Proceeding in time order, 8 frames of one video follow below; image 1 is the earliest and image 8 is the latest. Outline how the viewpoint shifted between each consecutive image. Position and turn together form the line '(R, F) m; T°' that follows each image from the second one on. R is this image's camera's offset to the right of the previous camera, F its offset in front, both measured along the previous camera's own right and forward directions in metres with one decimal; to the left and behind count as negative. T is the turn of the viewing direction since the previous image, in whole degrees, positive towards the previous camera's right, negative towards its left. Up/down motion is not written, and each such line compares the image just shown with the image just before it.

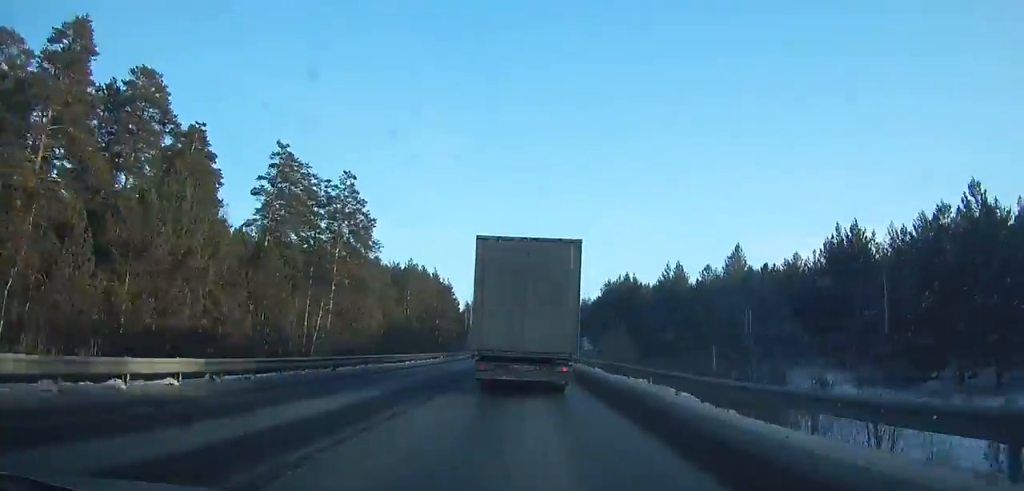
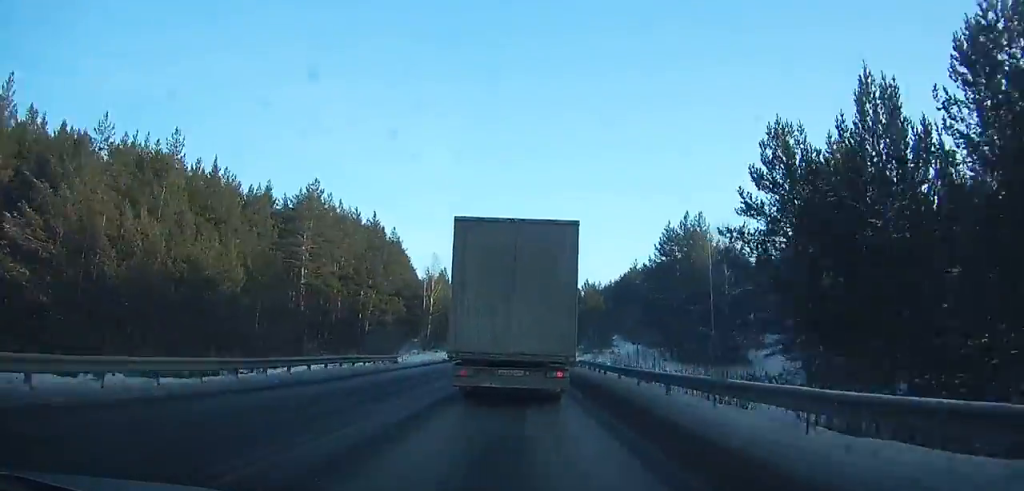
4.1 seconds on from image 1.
(-0.1, +60.7) m; 0°
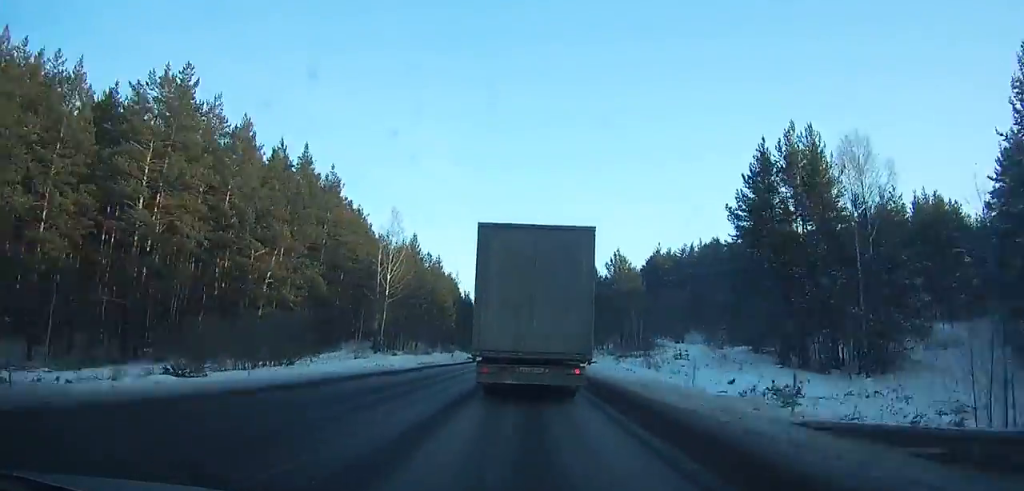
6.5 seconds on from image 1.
(0.0, +34.1) m; 0°
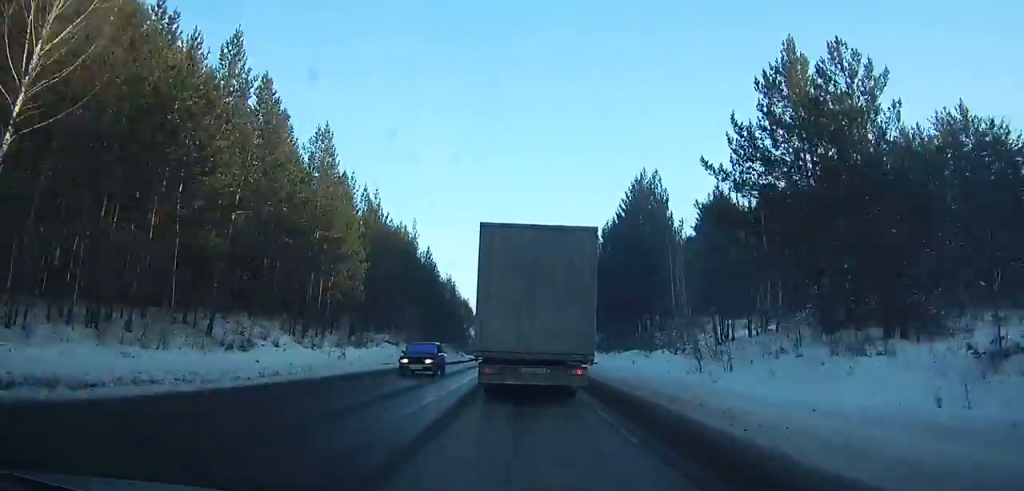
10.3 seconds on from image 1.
(+0.4, +52.5) m; +1°
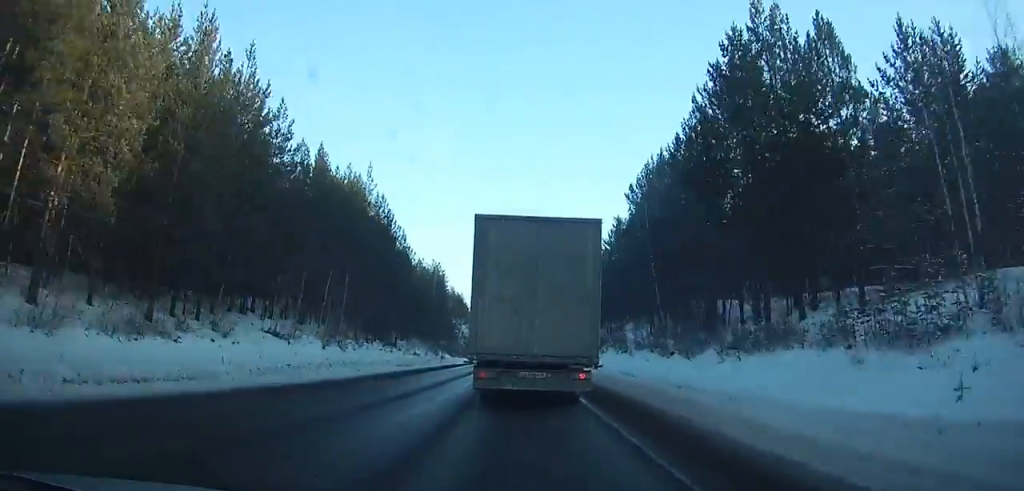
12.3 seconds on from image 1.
(+0.1, +27.2) m; 0°
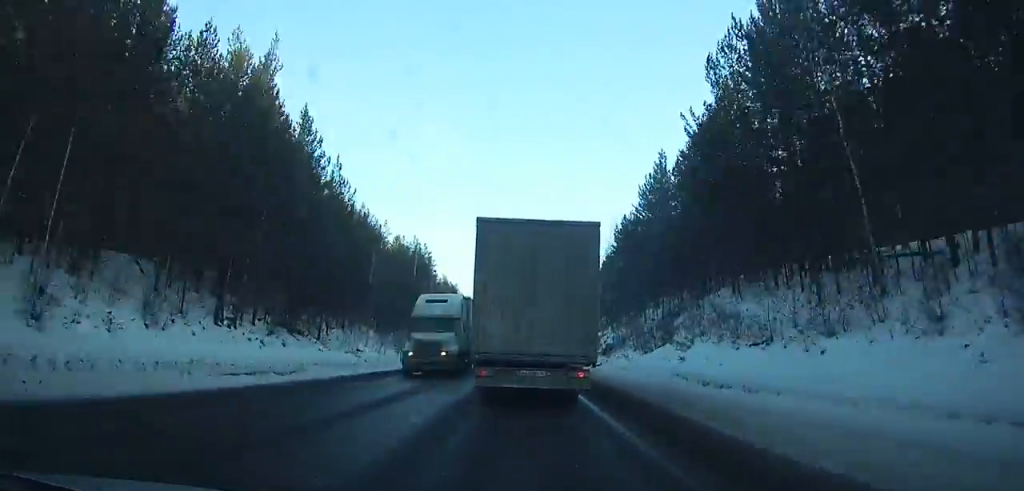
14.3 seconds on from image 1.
(0.0, +27.3) m; 0°
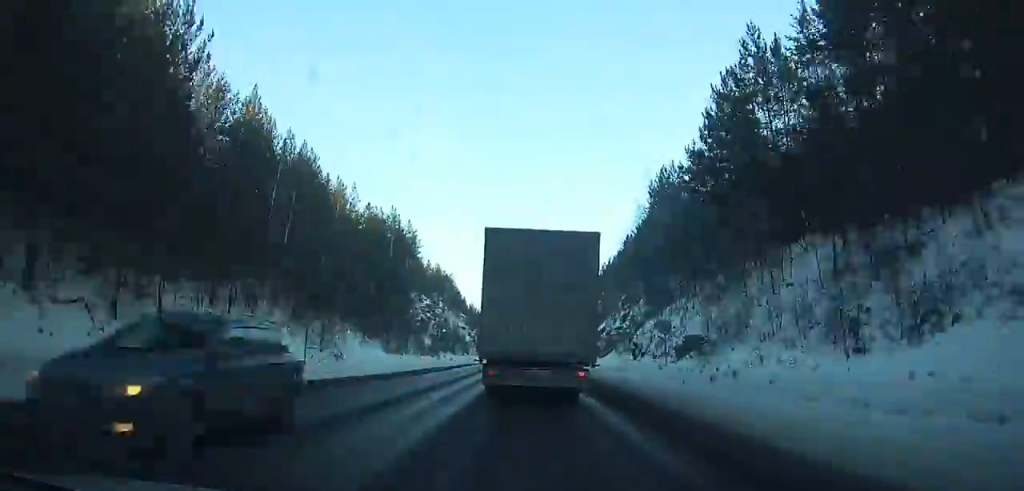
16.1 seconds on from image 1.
(0.0, +24.9) m; 0°
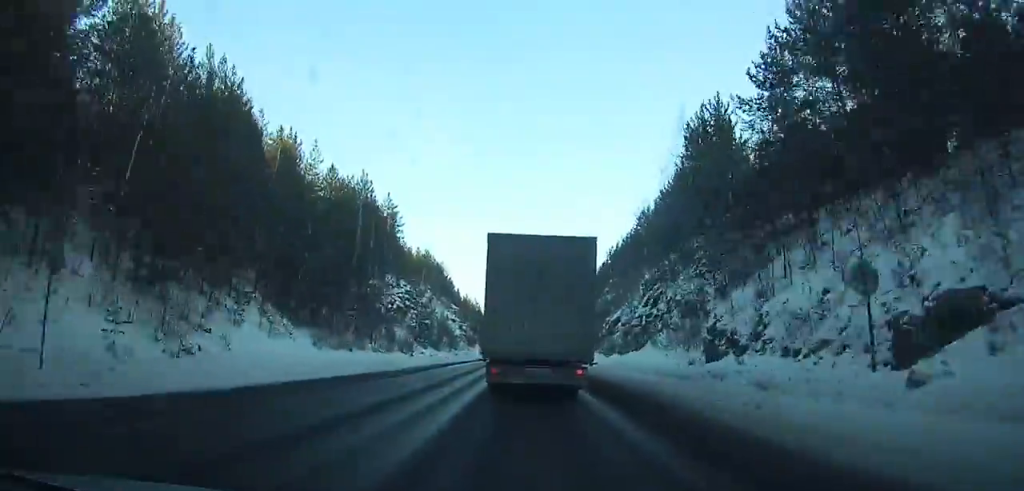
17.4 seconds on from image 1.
(0.0, +18.2) m; 0°
